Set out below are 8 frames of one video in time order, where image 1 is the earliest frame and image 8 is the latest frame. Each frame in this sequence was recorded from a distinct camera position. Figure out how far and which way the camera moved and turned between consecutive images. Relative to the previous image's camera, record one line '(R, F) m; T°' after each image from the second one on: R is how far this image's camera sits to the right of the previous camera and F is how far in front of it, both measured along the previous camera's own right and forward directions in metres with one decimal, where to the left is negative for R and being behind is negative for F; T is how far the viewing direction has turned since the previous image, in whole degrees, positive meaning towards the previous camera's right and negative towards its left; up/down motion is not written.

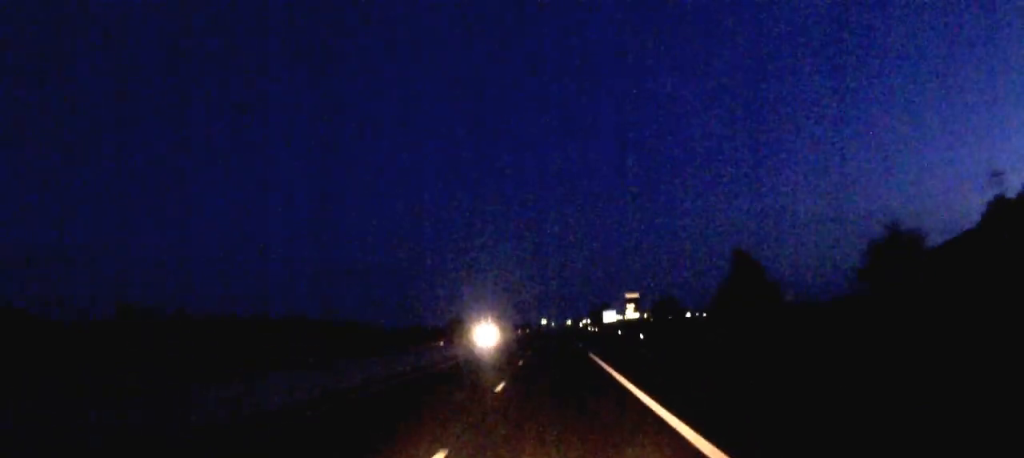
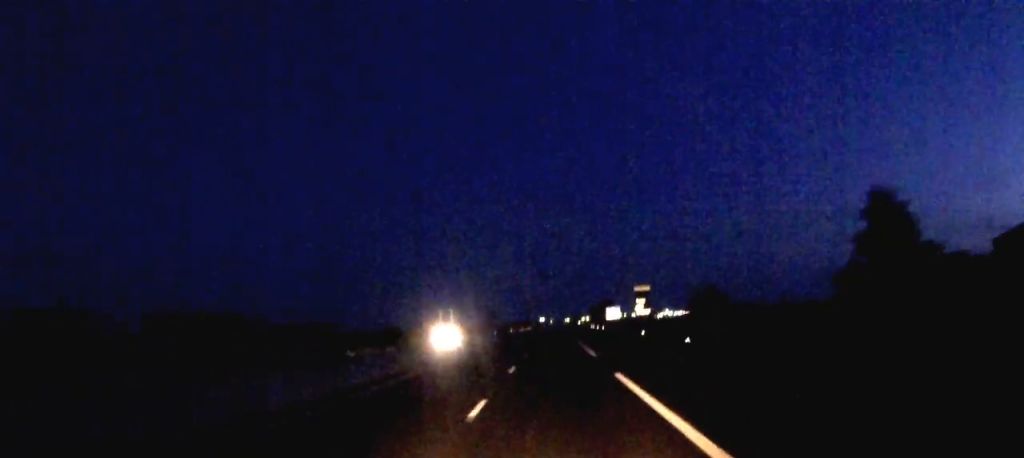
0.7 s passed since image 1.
(0.0, +19.4) m; 0°
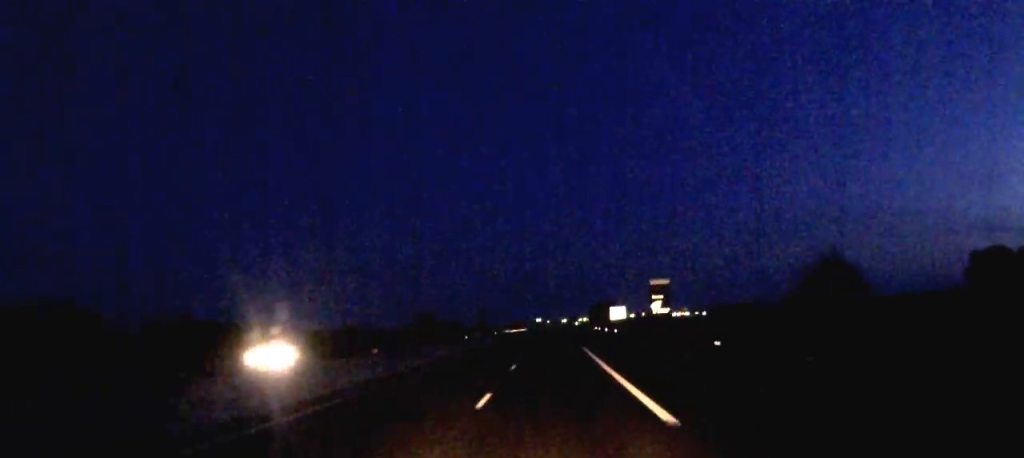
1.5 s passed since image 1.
(+0.1, +24.2) m; 0°
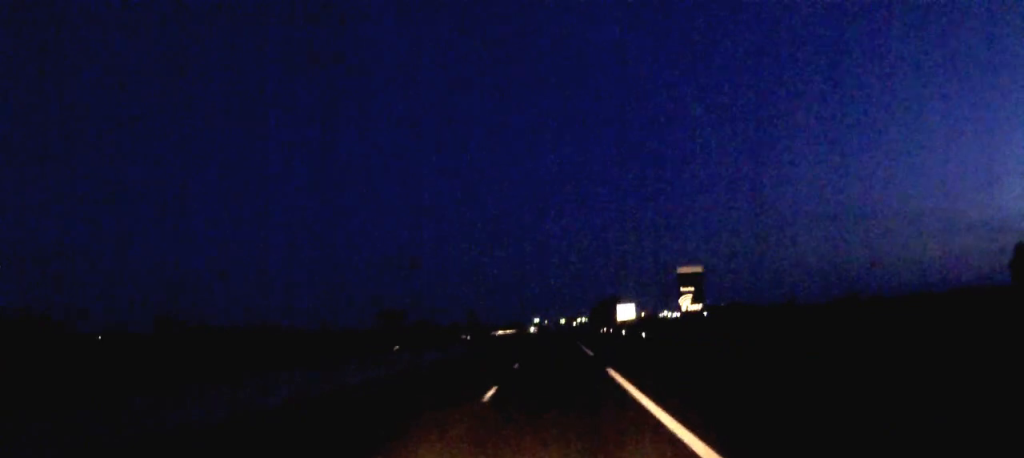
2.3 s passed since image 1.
(0.0, +24.1) m; 0°
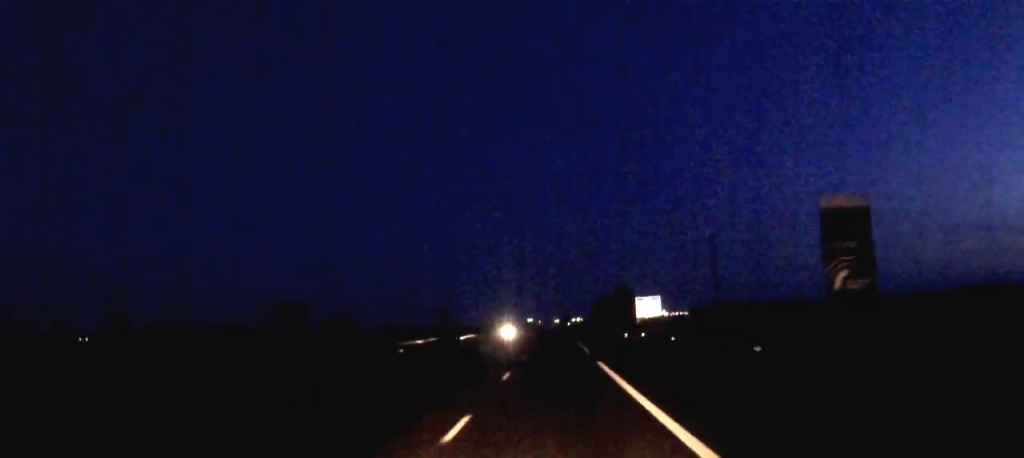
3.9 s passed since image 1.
(+0.2, +45.4) m; 0°
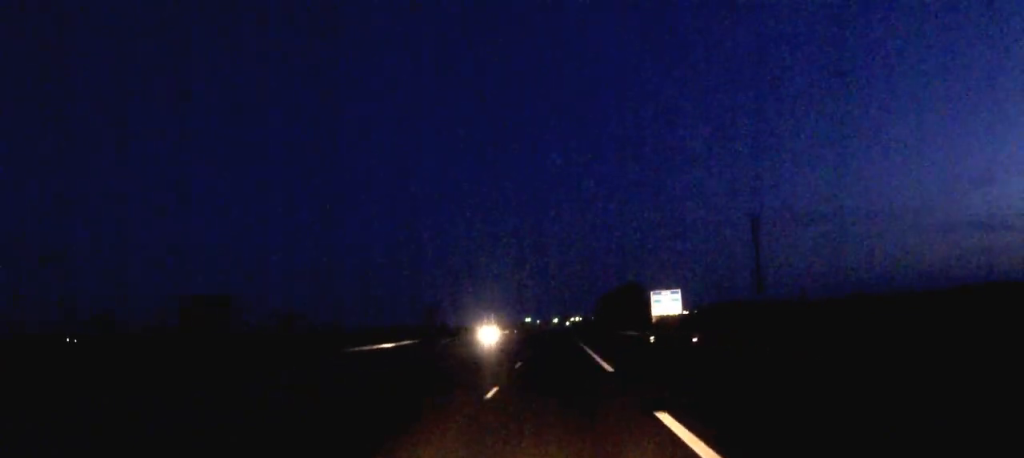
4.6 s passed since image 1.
(0.0, +19.4) m; 0°
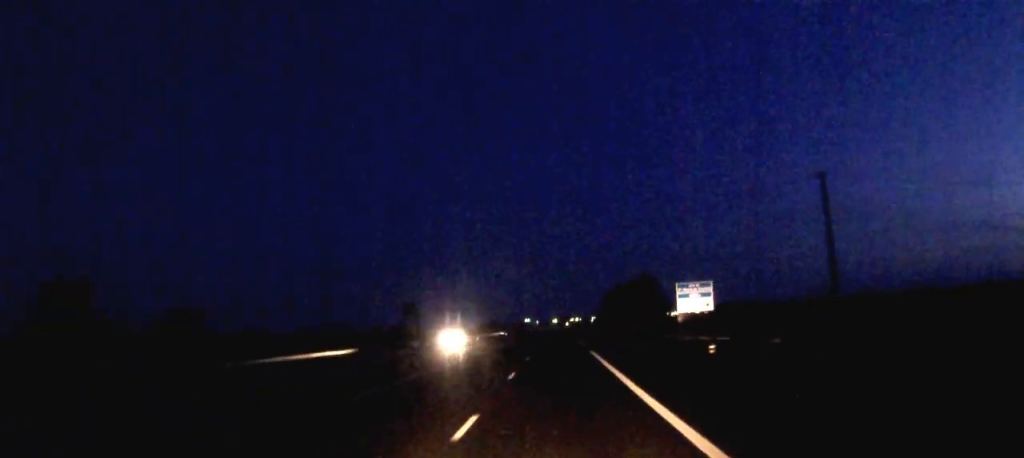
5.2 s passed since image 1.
(0.0, +19.3) m; 0°
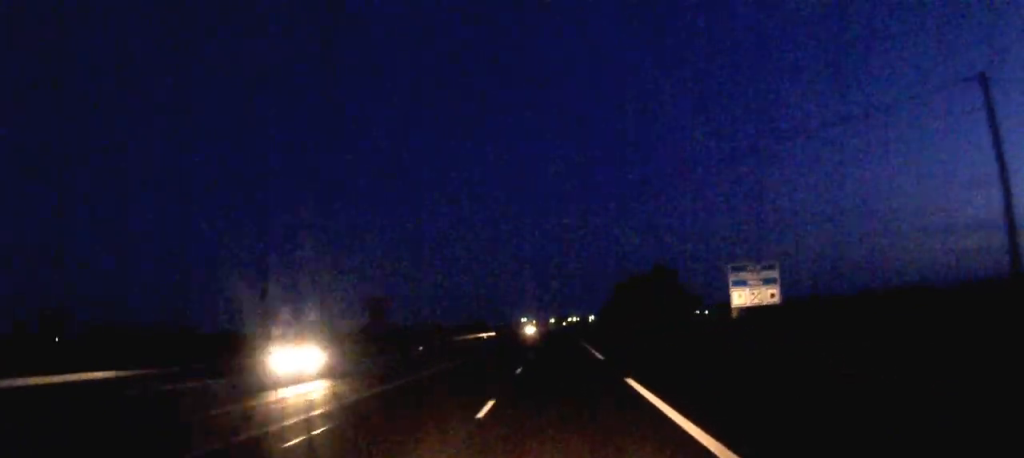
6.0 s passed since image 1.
(+0.1, +23.1) m; 0°
